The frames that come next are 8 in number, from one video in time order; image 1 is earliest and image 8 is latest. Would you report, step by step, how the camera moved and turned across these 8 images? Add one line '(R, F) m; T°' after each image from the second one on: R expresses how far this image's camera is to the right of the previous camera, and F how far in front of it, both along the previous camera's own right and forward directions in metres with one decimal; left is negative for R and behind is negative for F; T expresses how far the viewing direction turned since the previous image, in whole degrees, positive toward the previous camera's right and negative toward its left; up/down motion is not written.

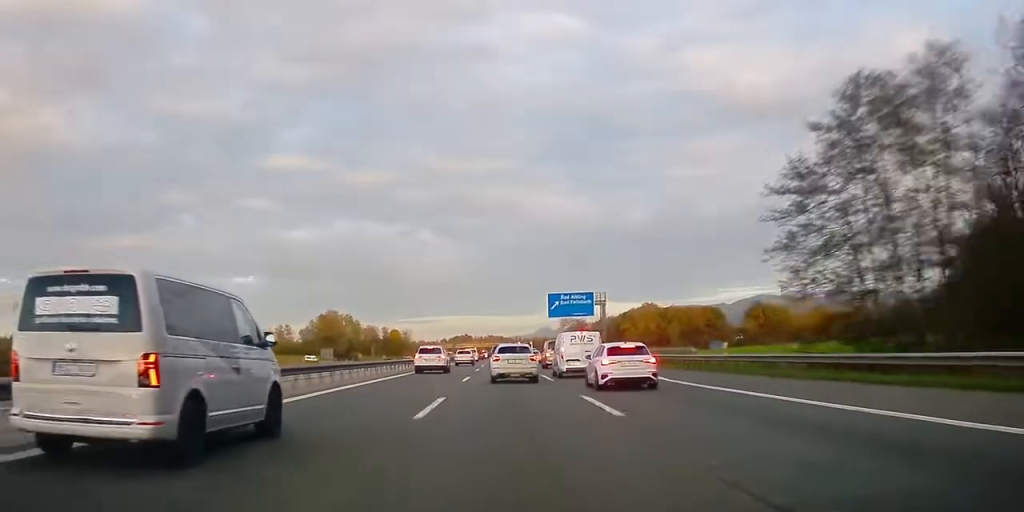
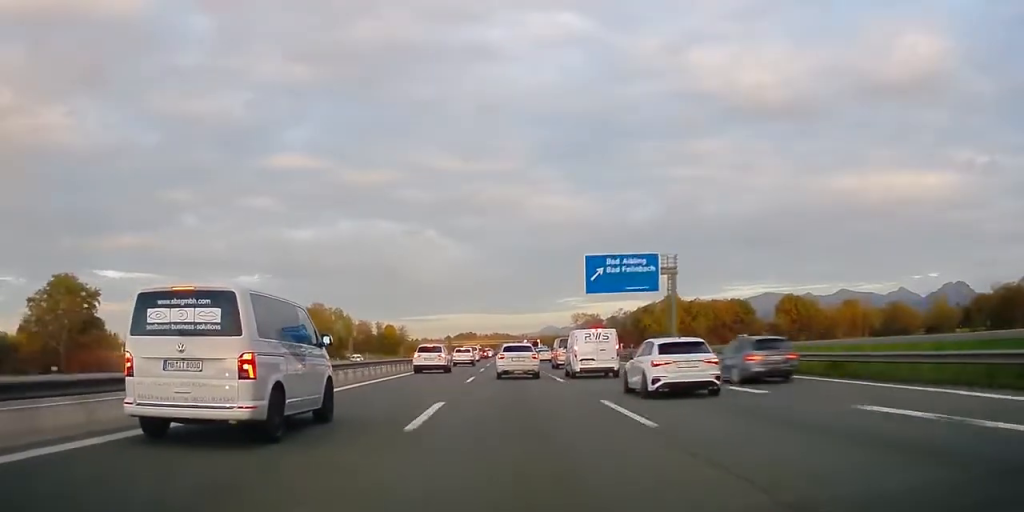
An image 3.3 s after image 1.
(0.0, +37.4) m; 0°
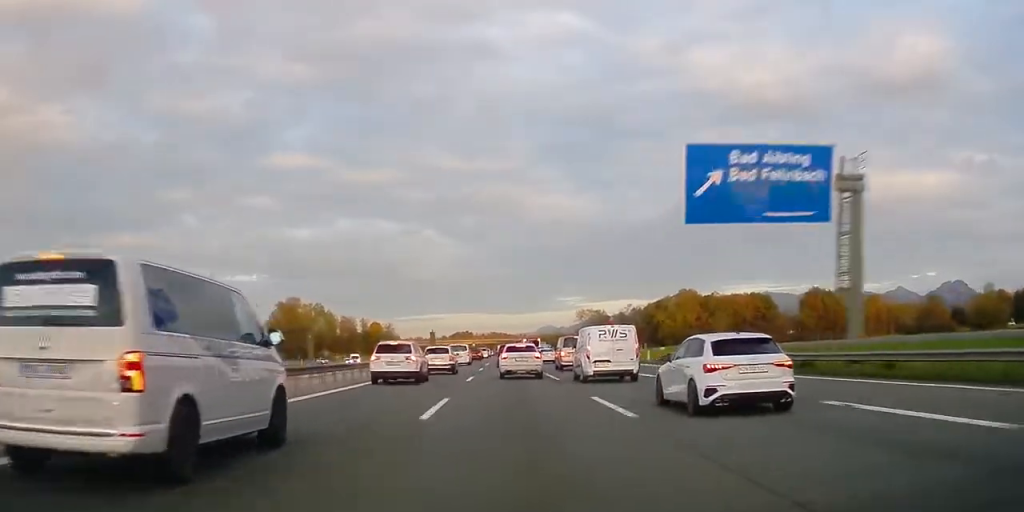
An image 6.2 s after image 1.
(0.0, +30.6) m; 0°
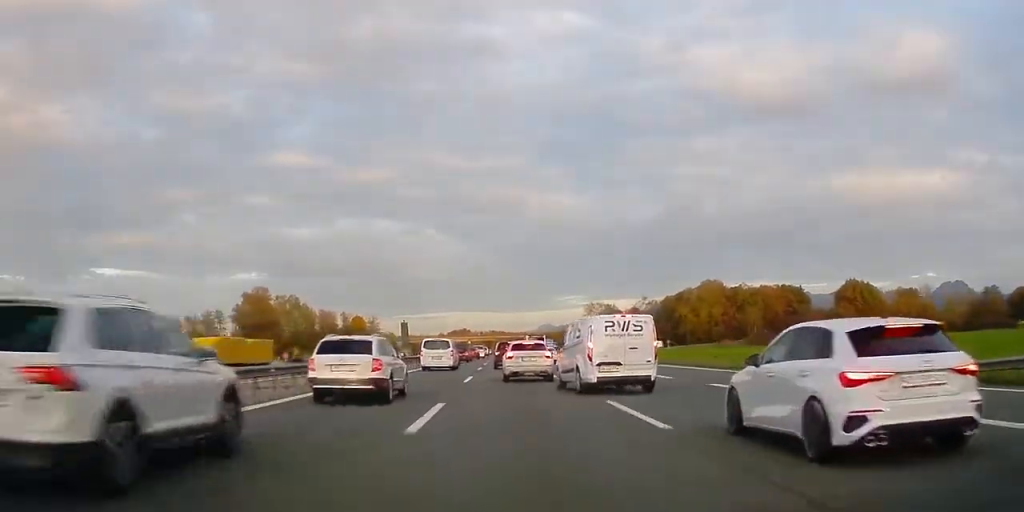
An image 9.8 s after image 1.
(+0.1, +32.8) m; +1°
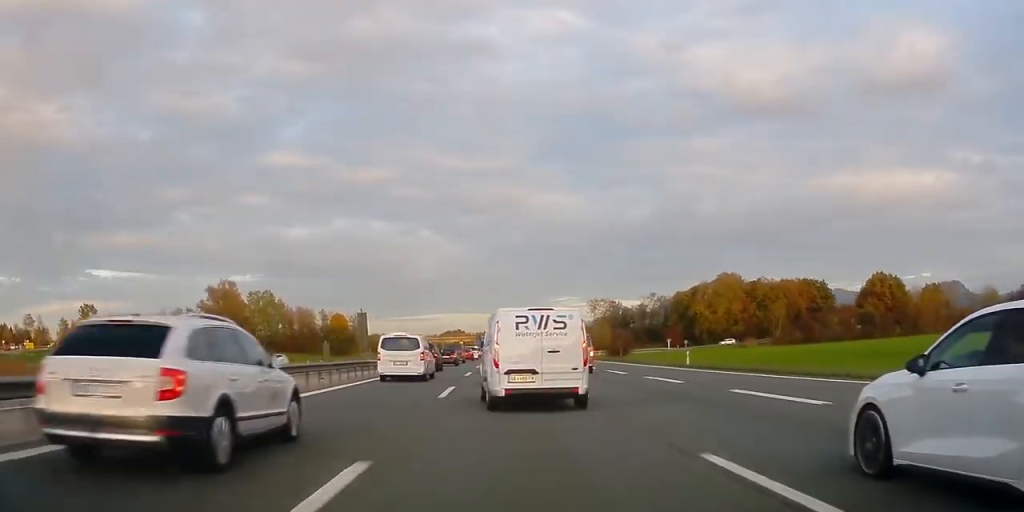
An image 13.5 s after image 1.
(+0.2, +26.9) m; 0°
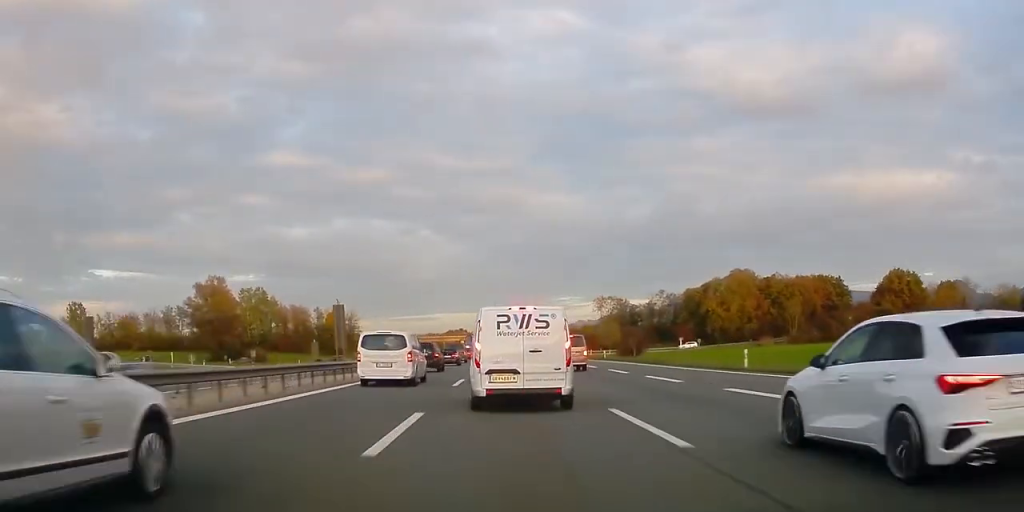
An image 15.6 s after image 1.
(+0.2, +12.5) m; -1°
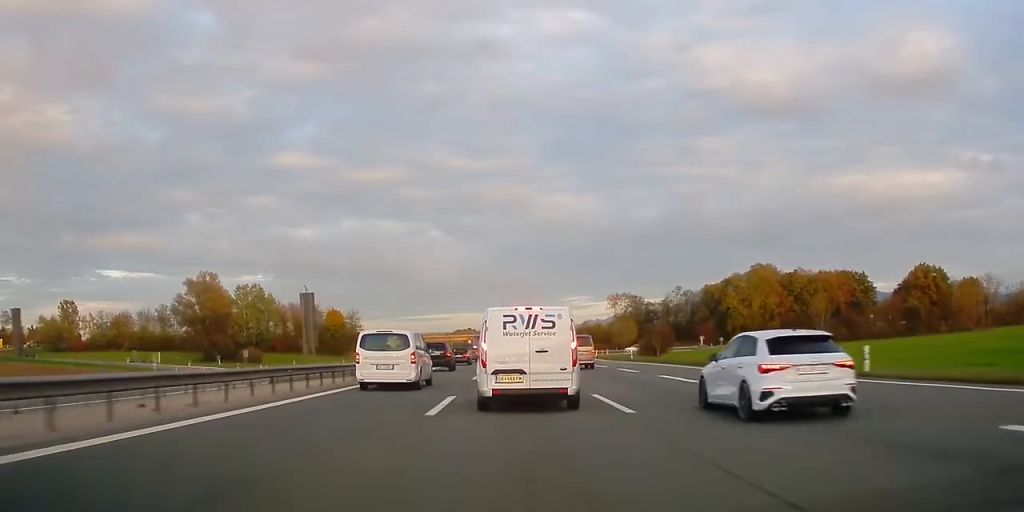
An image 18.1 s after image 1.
(-0.5, +12.4) m; -1°
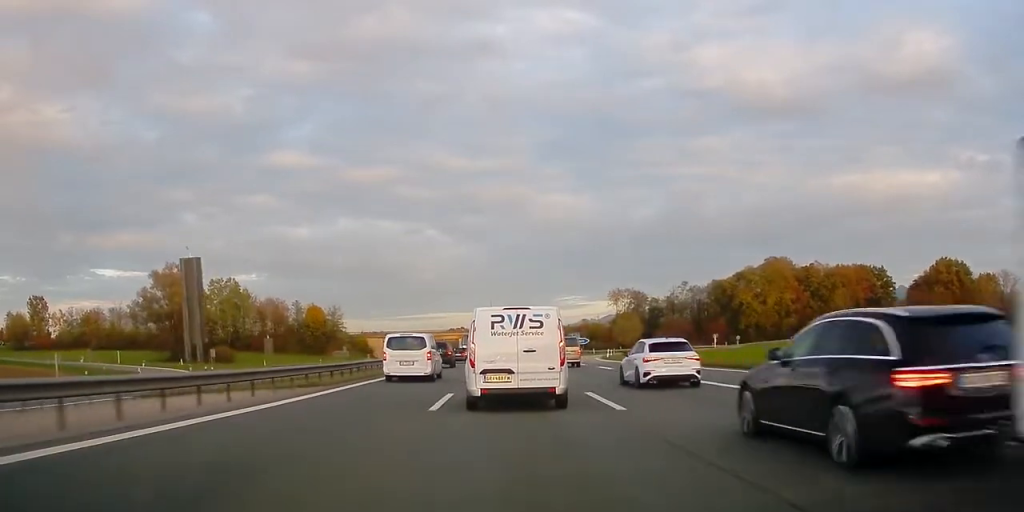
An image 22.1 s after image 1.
(0.0, +17.6) m; 0°
